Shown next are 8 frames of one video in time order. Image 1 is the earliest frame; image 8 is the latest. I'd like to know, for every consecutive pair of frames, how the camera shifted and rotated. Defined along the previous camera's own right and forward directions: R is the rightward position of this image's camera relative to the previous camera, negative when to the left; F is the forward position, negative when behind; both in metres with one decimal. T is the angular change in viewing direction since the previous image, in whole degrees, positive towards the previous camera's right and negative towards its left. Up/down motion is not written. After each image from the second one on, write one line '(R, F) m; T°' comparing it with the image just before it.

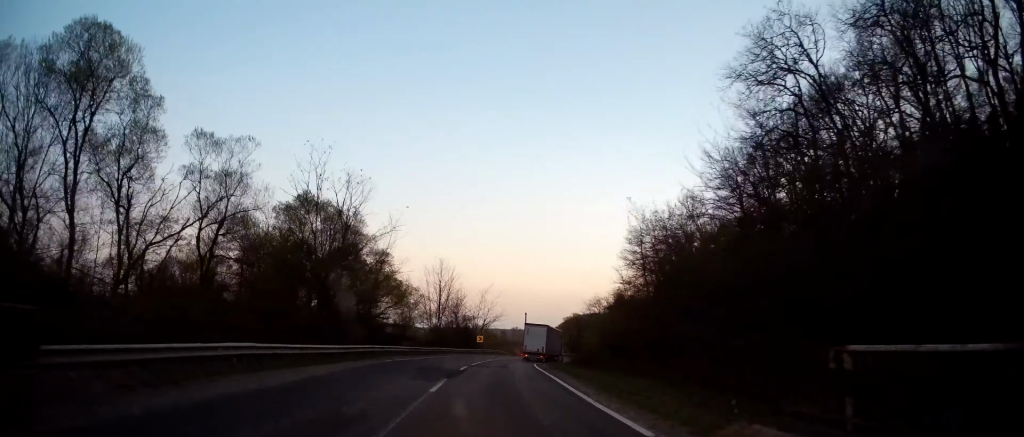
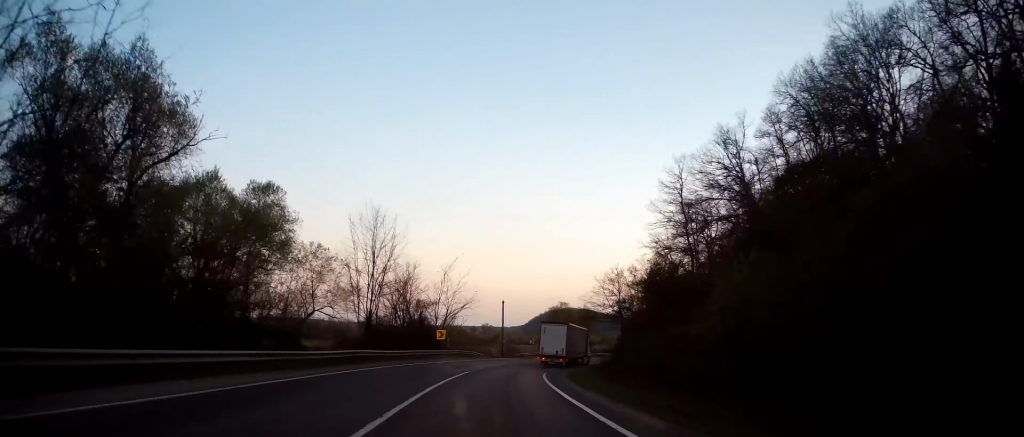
(-0.1, +25.0) m; +2°
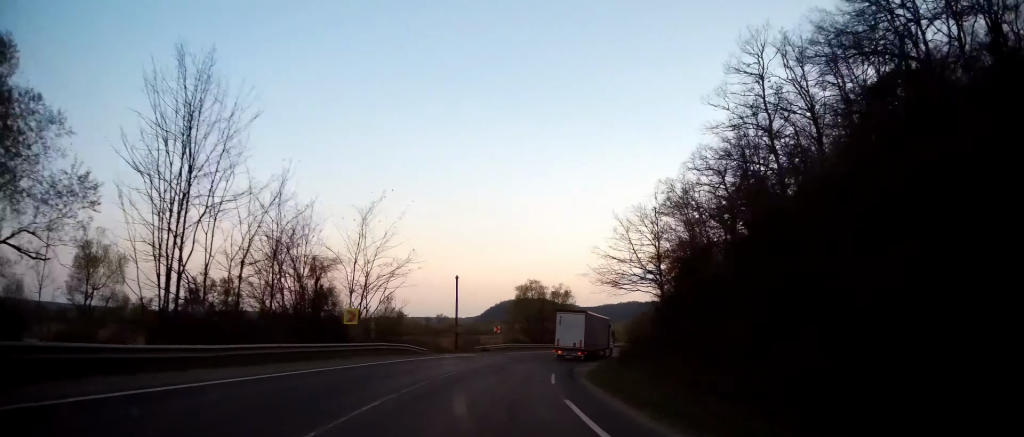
(+0.9, +21.8) m; +4°
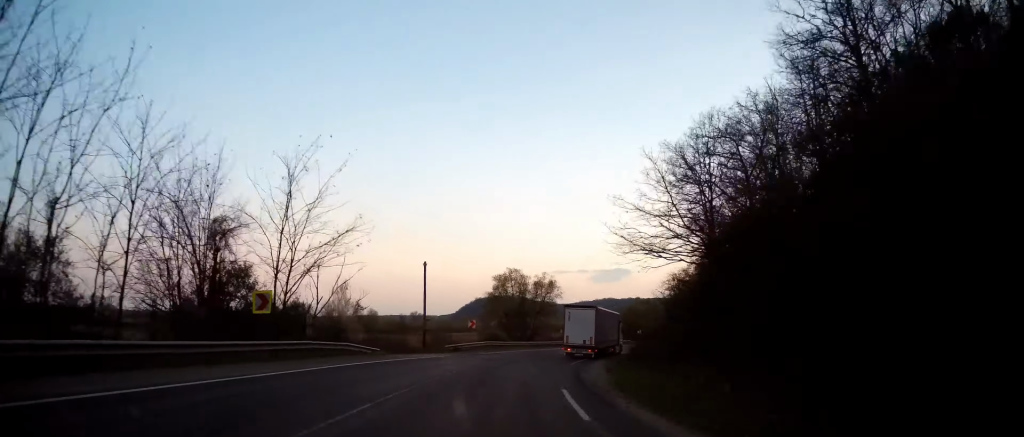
(+0.2, +9.7) m; +2°
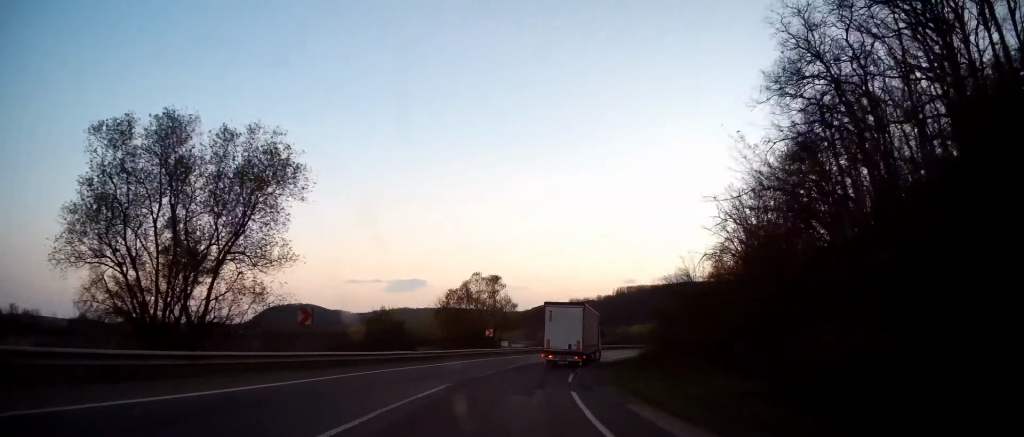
(+6.8, +49.0) m; +20°
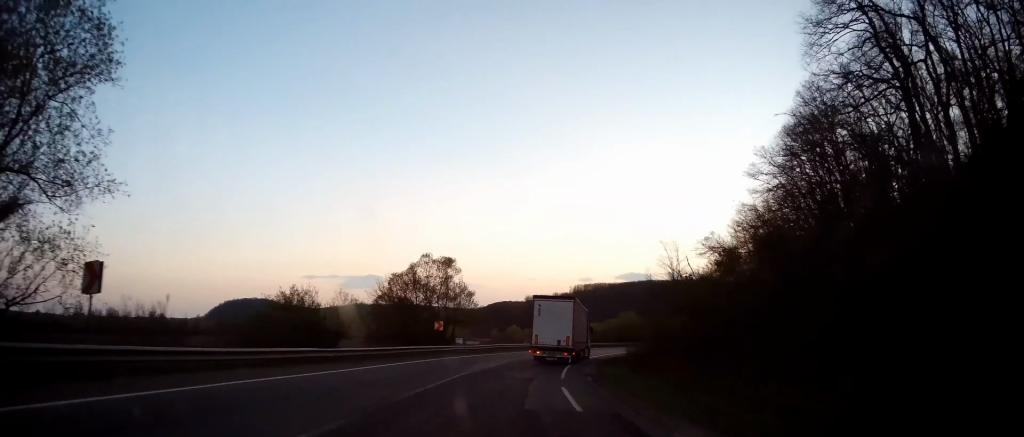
(+0.1, +9.9) m; +6°
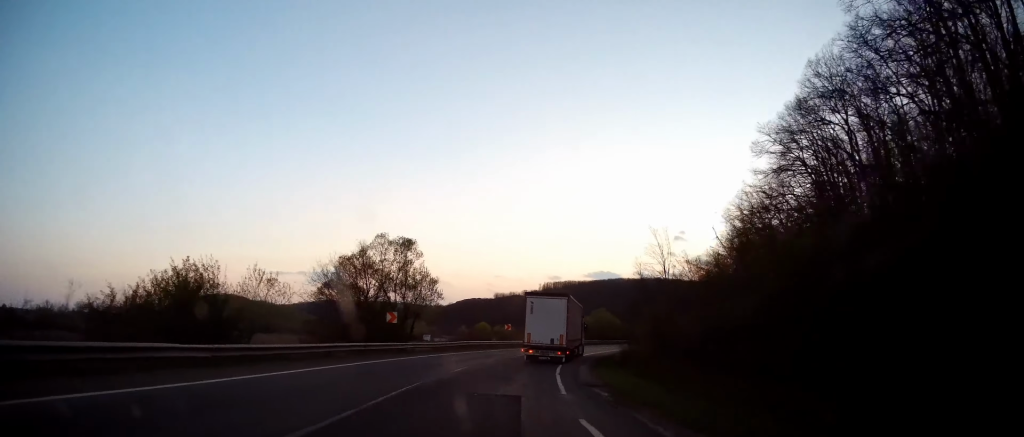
(+0.7, +7.6) m; +3°
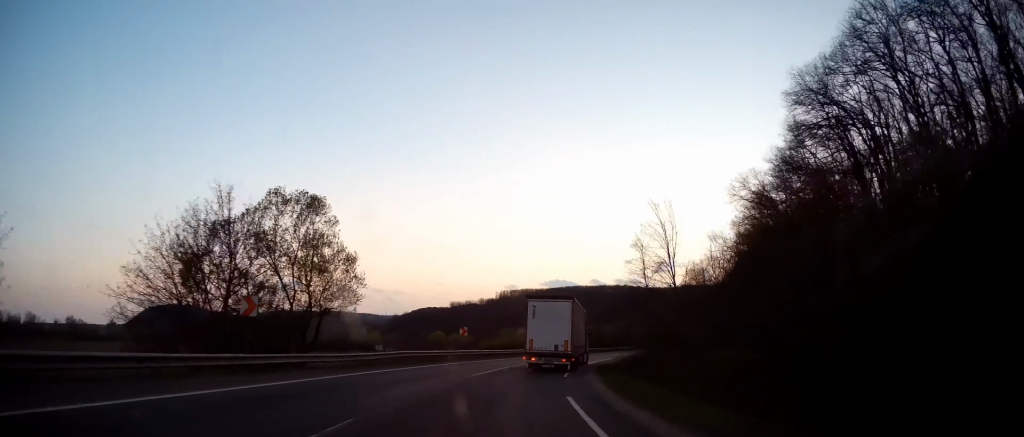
(+0.9, +14.3) m; +6°
